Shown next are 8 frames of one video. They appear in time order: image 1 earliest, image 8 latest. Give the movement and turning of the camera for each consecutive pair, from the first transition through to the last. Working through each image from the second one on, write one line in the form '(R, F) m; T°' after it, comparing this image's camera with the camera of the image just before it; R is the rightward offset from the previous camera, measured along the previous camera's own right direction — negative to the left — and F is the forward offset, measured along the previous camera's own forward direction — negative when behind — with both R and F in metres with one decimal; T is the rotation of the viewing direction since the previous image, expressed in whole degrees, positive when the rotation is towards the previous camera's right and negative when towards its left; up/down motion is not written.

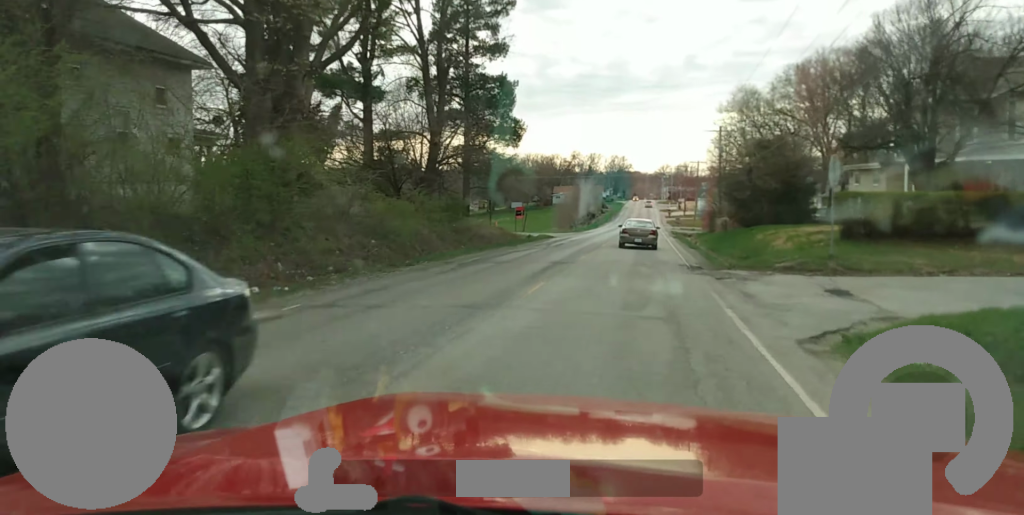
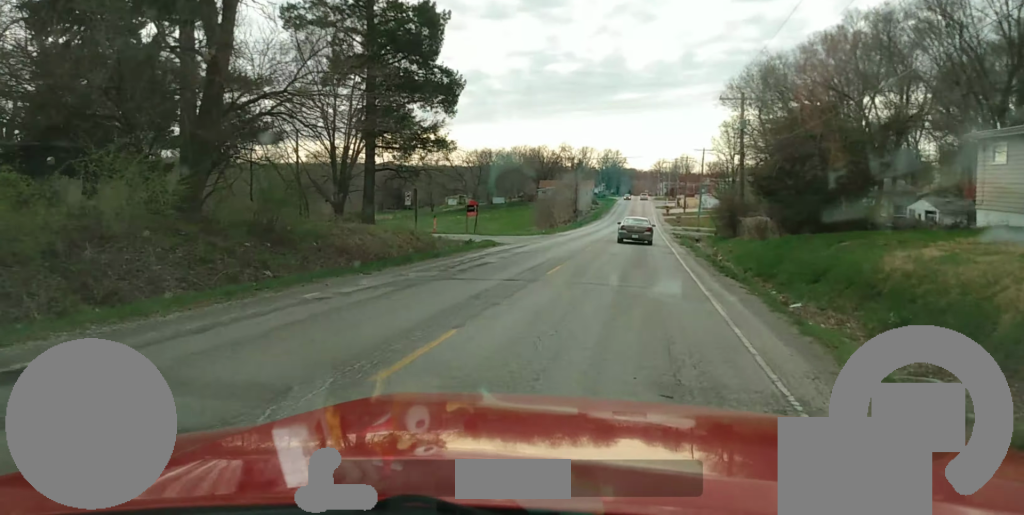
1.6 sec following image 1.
(0.0, +18.4) m; 0°
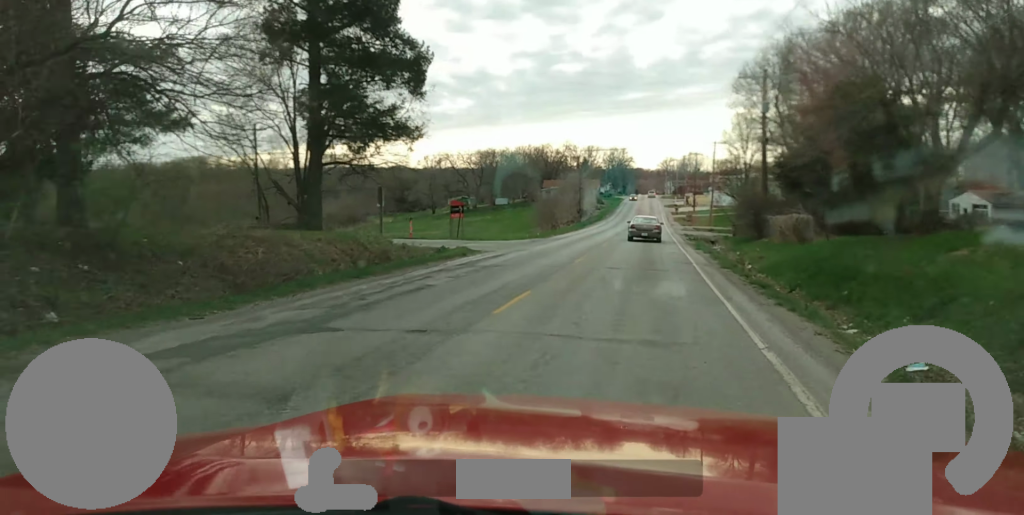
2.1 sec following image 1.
(0.0, +7.1) m; 0°
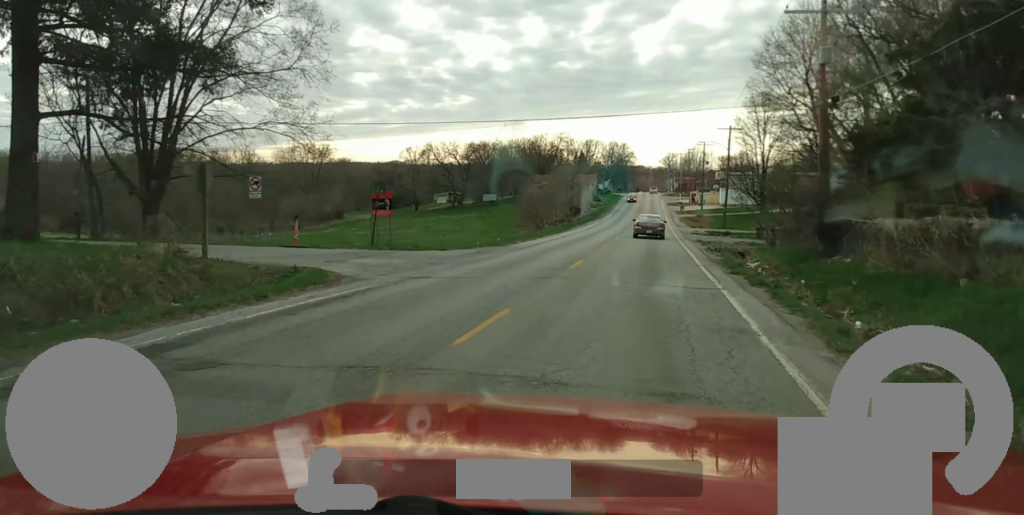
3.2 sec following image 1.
(+0.1, +14.0) m; 0°
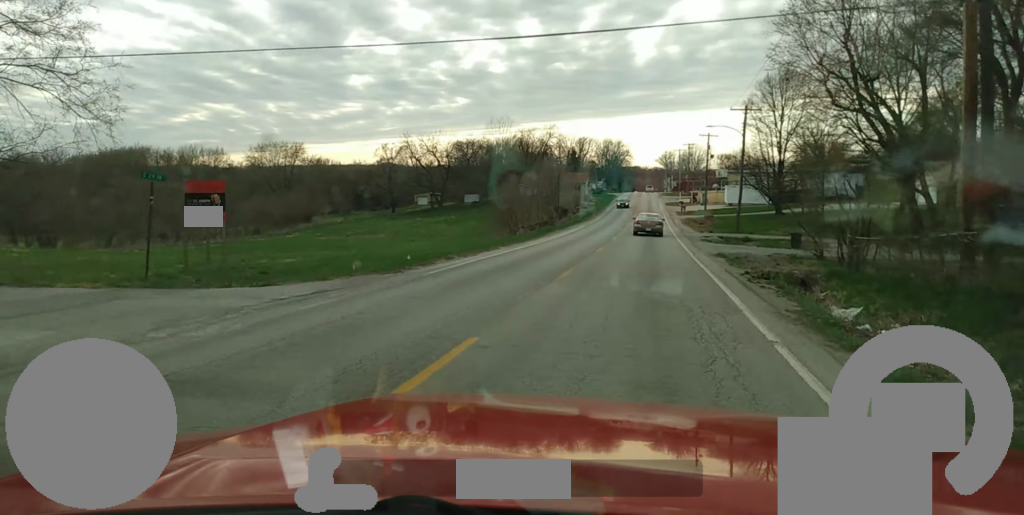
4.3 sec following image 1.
(0.0, +14.4) m; -1°
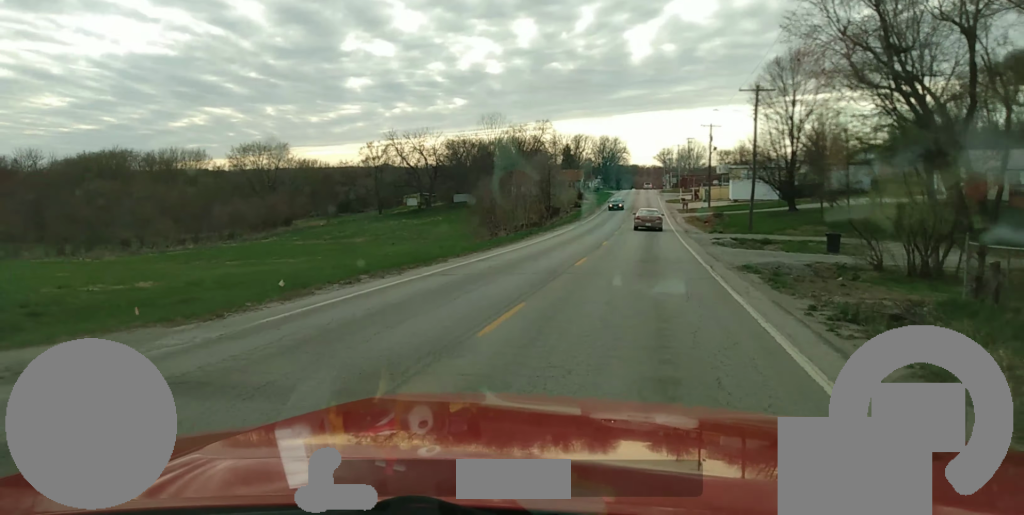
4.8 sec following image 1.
(-0.1, +8.2) m; 0°
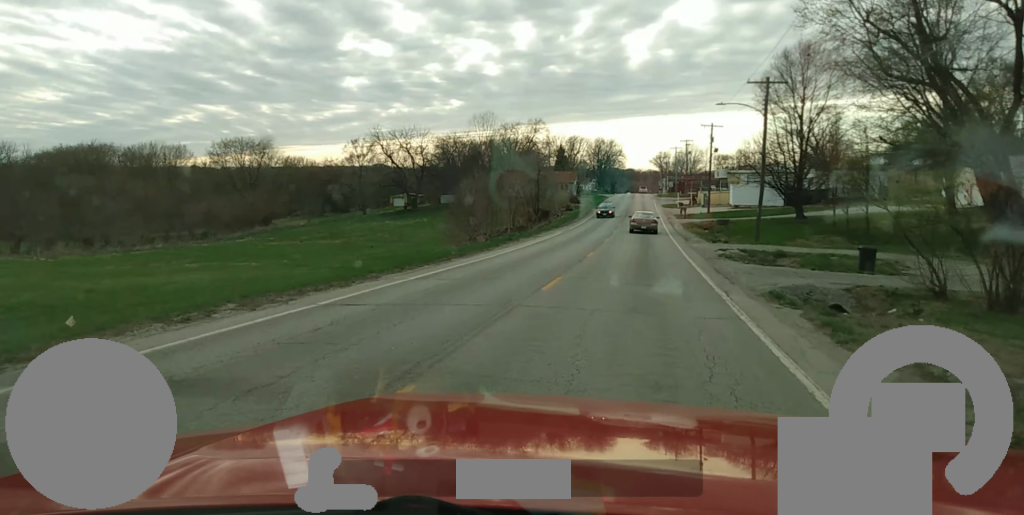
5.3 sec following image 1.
(0.0, +5.9) m; 0°
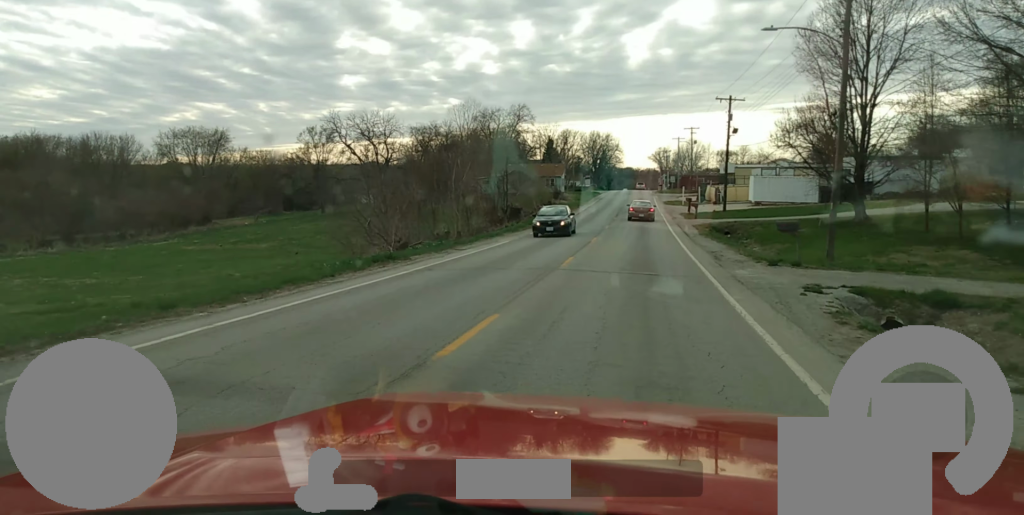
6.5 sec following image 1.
(0.0, +19.3) m; 0°
